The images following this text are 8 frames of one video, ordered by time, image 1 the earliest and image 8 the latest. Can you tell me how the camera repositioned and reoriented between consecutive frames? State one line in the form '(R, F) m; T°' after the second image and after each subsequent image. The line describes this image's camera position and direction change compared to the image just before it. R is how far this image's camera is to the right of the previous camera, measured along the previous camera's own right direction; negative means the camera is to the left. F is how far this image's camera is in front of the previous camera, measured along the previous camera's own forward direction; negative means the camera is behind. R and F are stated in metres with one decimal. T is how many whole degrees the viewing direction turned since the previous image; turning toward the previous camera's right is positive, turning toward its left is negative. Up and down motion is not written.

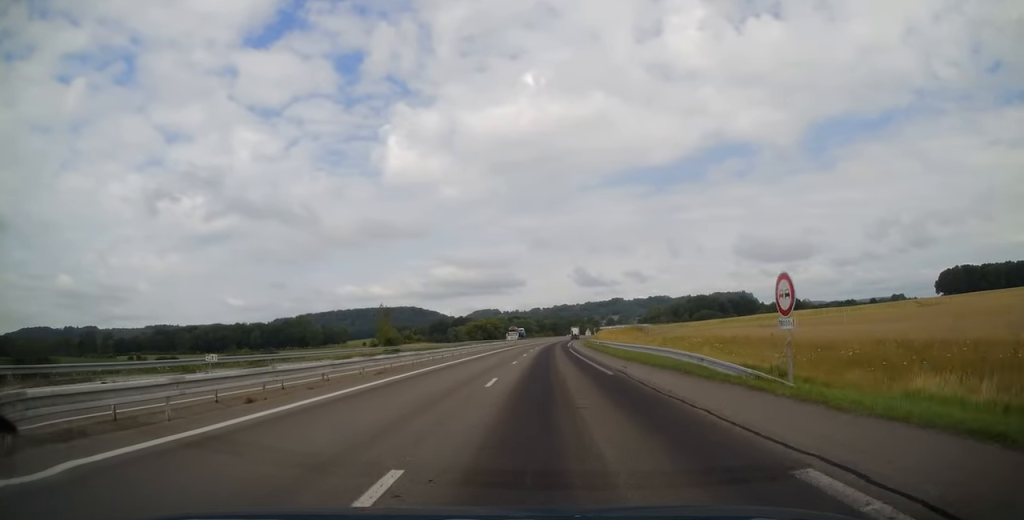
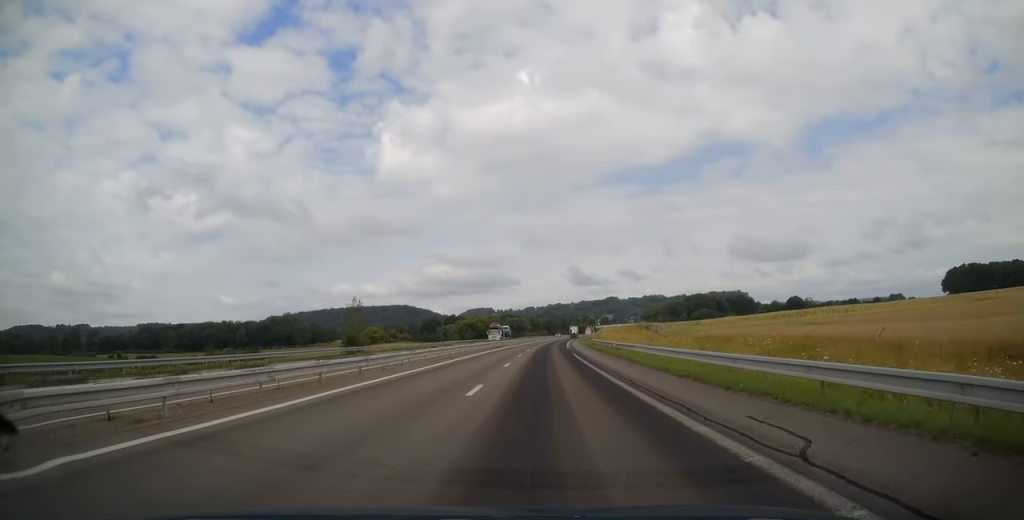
(0.0, +15.8) m; 0°
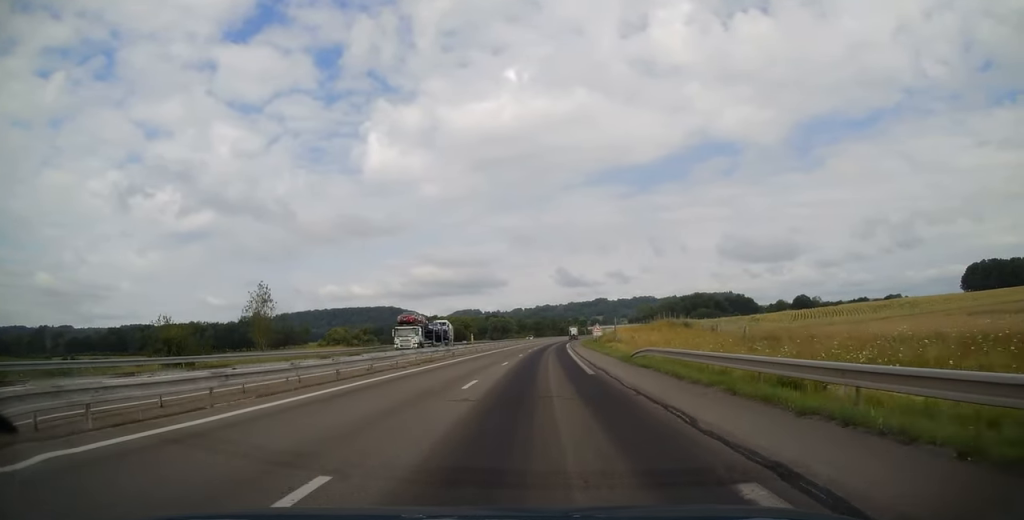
(+0.4, +37.6) m; +1°
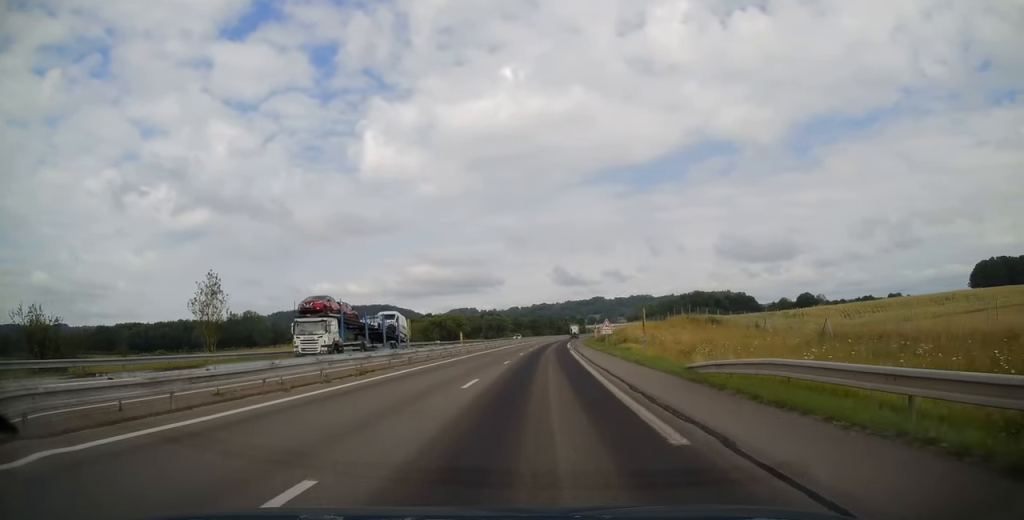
(0.0, +13.3) m; 0°
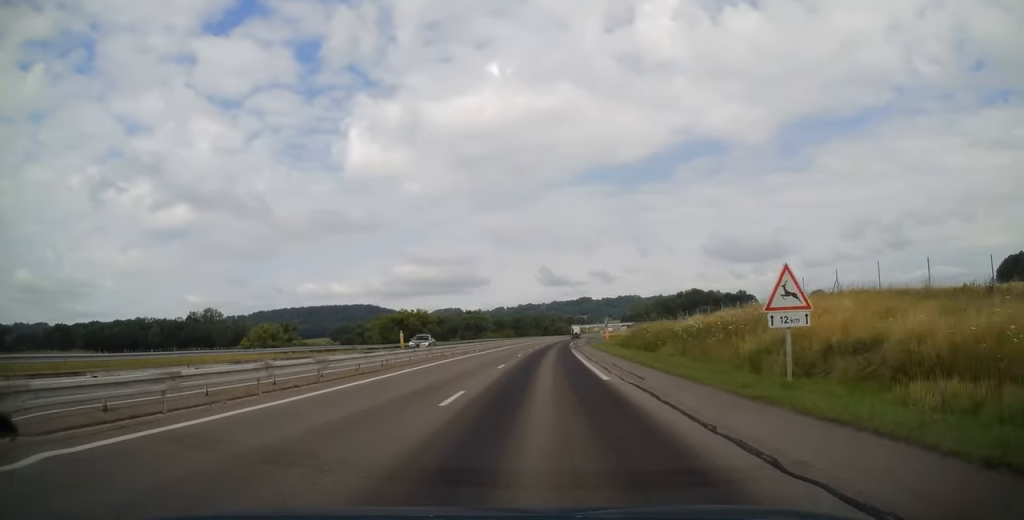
(+0.6, +44.0) m; +1°
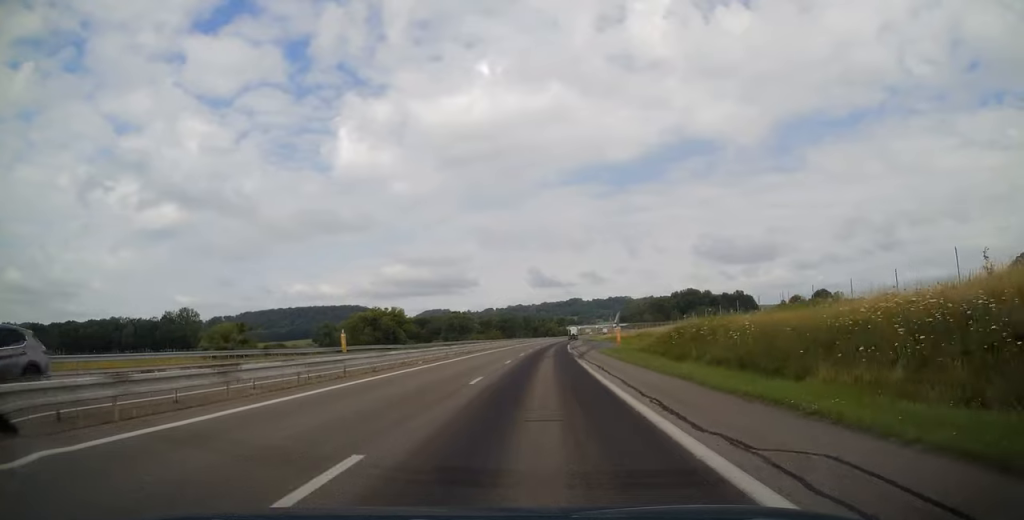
(+0.1, +21.3) m; +1°
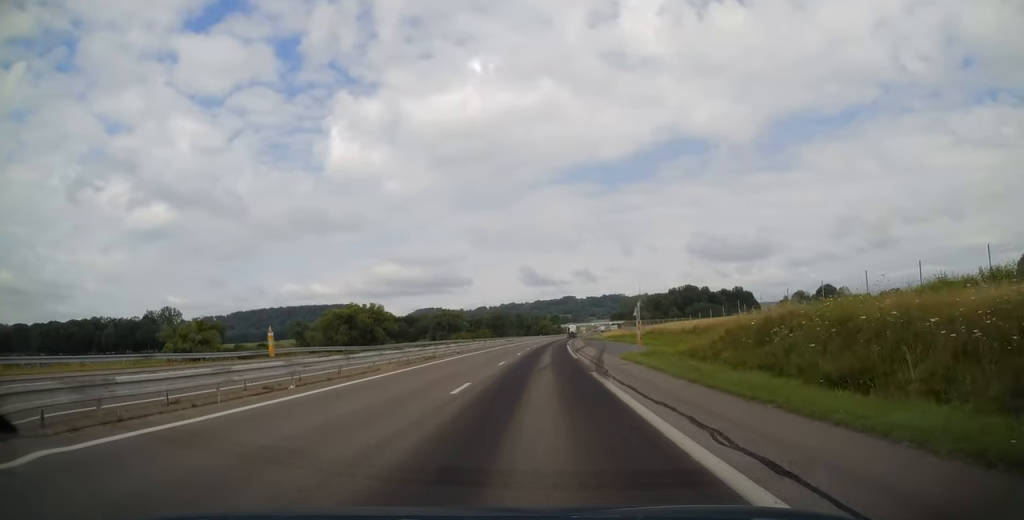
(-0.1, +16.3) m; +1°
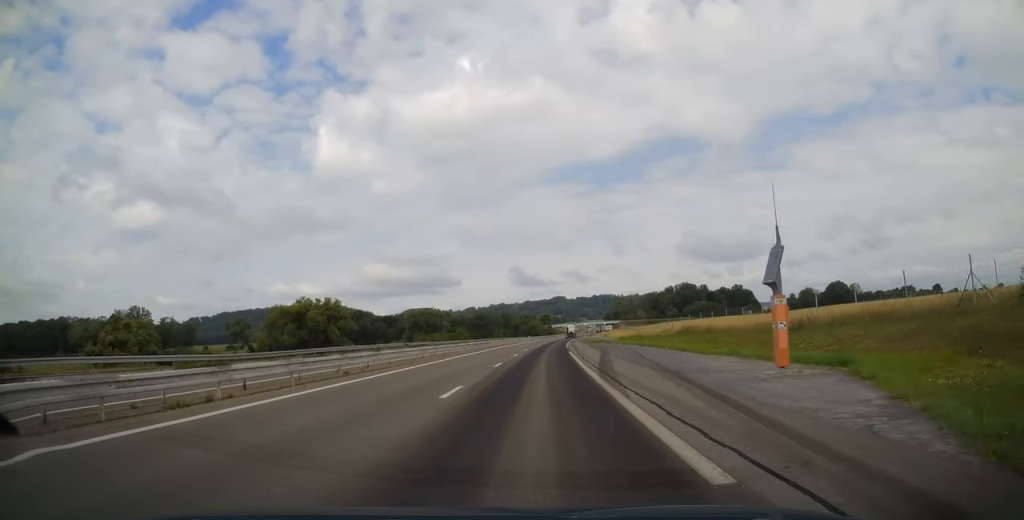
(+0.4, +27.6) m; +2°
